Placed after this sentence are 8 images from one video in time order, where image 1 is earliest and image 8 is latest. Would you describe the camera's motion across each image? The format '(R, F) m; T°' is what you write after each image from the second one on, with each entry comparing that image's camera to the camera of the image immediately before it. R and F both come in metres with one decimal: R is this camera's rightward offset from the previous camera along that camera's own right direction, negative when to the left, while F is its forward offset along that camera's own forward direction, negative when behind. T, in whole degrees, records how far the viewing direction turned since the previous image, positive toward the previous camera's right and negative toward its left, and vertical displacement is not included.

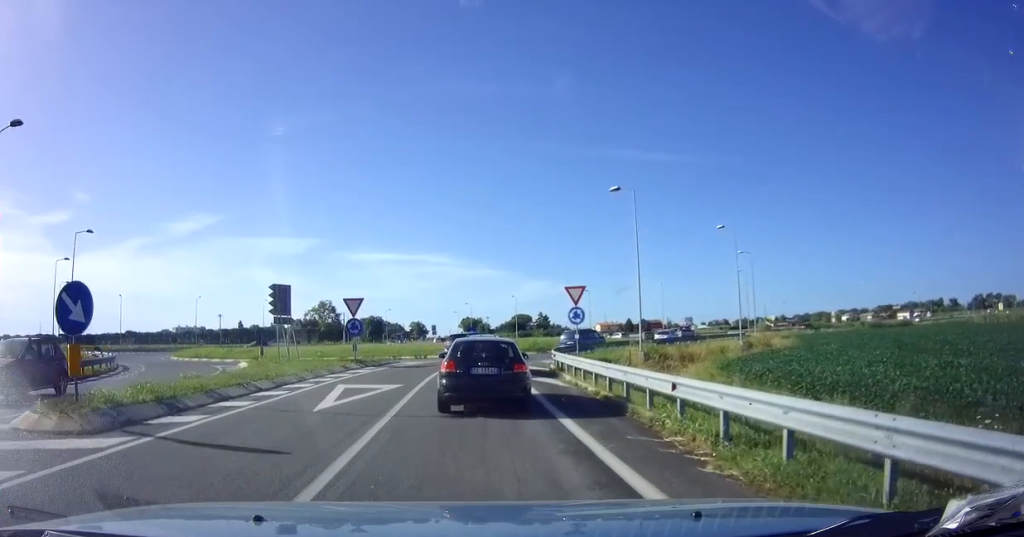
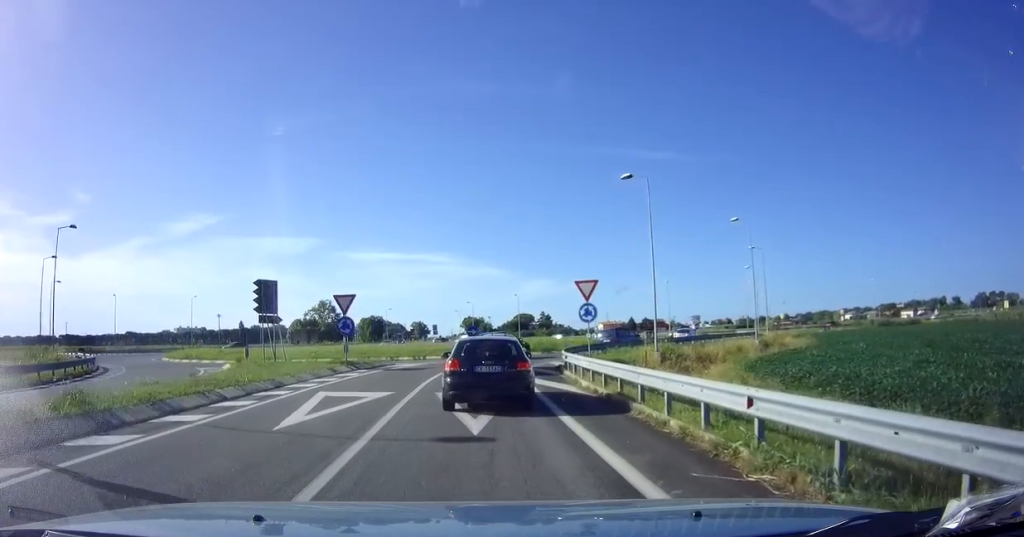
(0.0, +2.3) m; 0°
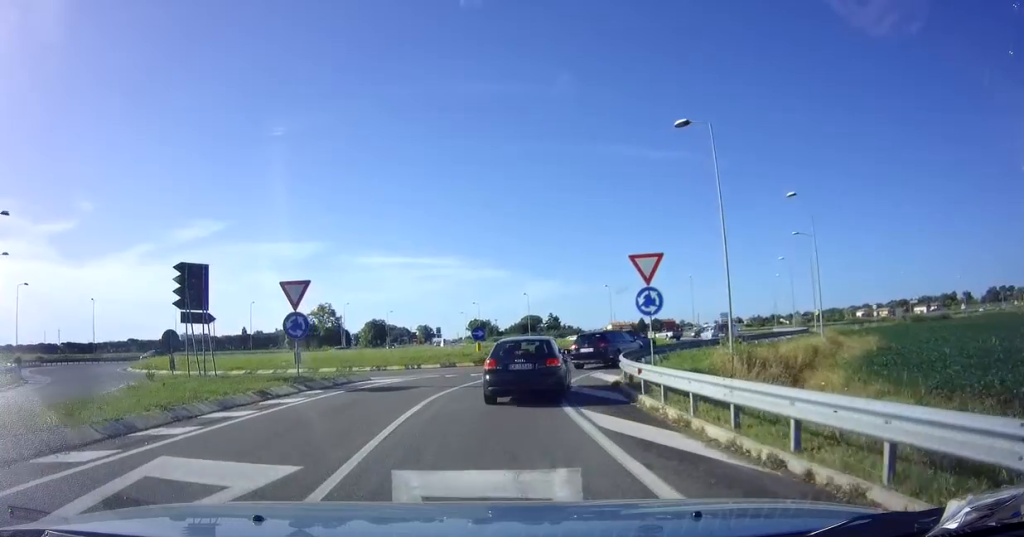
(0.0, +7.9) m; -1°
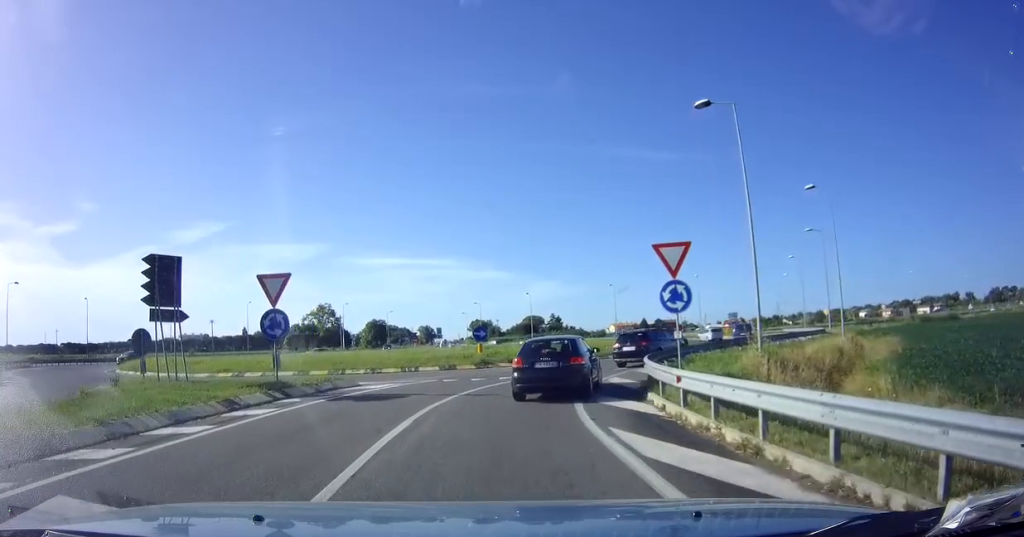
(0.0, +2.4) m; +1°
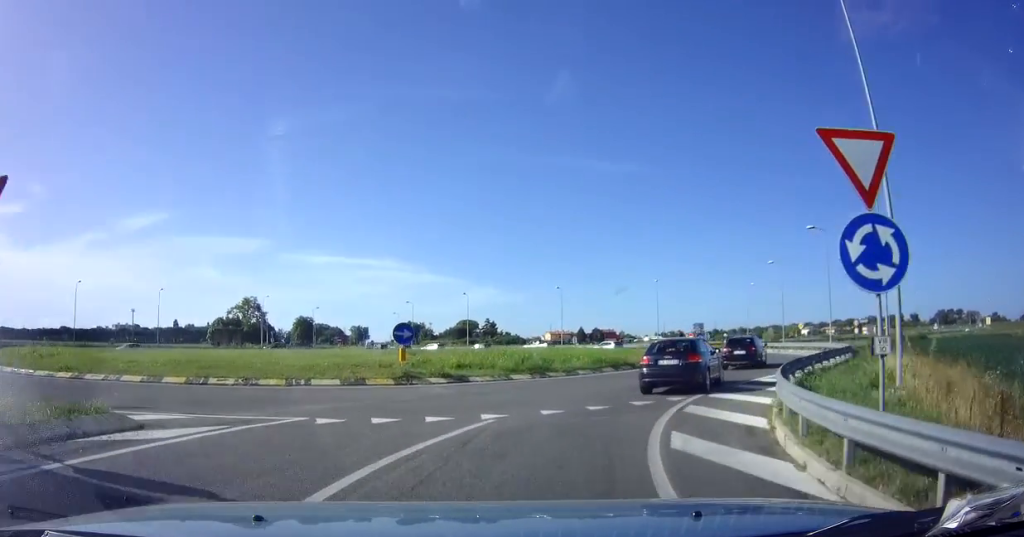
(+0.5, +9.5) m; +11°
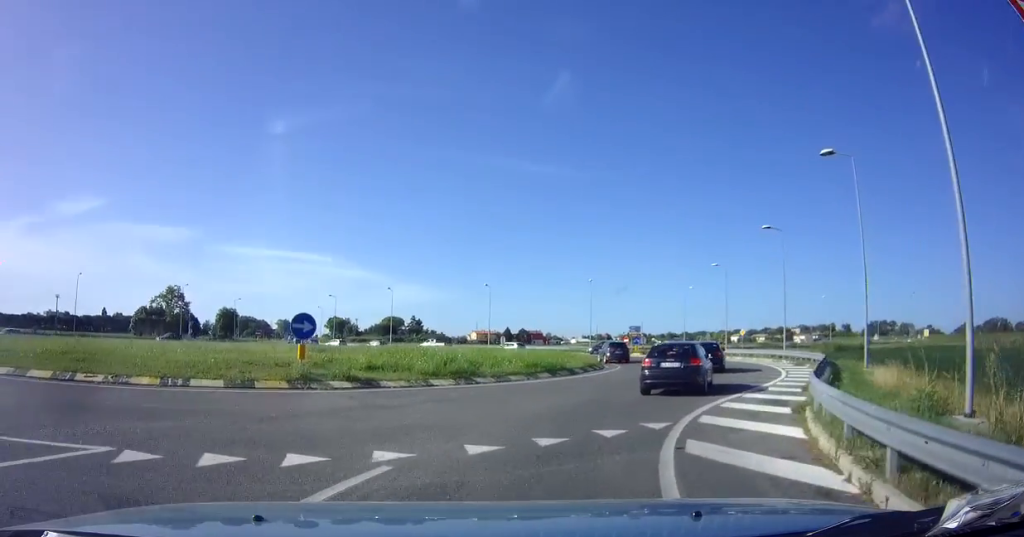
(+0.2, +3.7) m; +7°
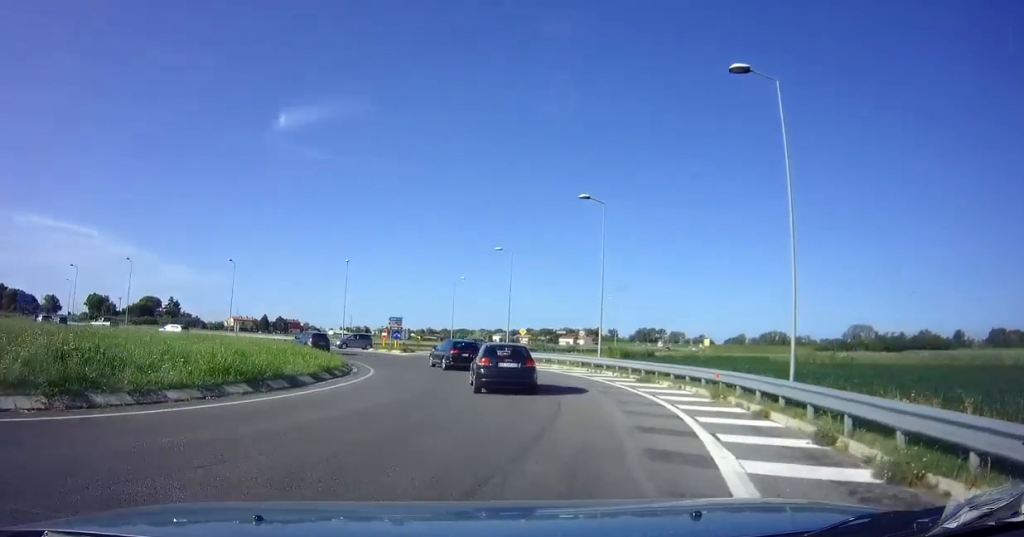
(+1.9, +10.4) m; +17°
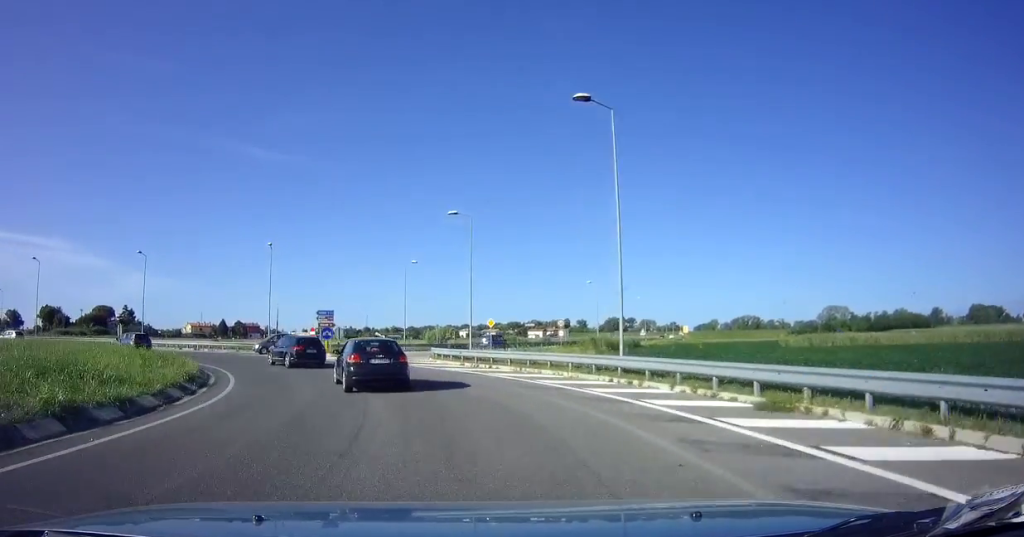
(+1.0, +11.9) m; +3°
